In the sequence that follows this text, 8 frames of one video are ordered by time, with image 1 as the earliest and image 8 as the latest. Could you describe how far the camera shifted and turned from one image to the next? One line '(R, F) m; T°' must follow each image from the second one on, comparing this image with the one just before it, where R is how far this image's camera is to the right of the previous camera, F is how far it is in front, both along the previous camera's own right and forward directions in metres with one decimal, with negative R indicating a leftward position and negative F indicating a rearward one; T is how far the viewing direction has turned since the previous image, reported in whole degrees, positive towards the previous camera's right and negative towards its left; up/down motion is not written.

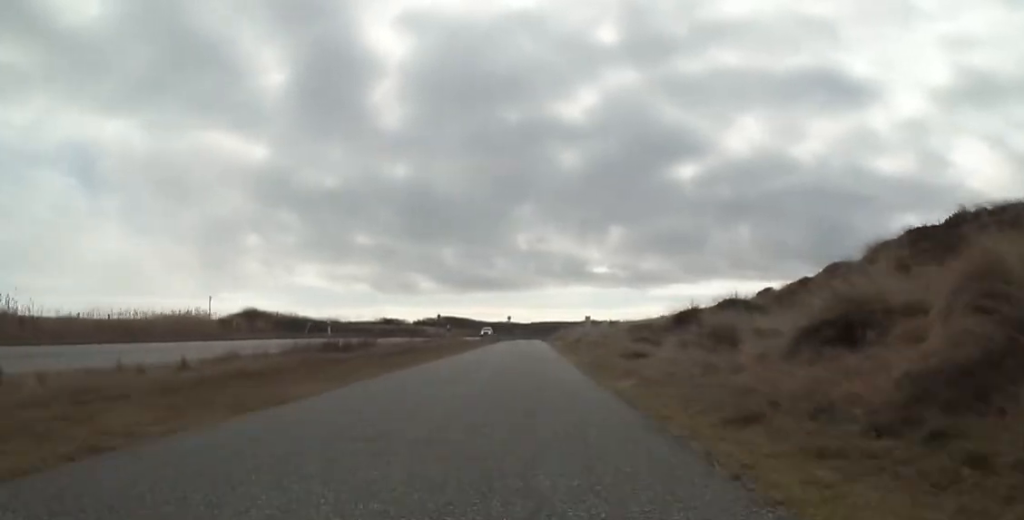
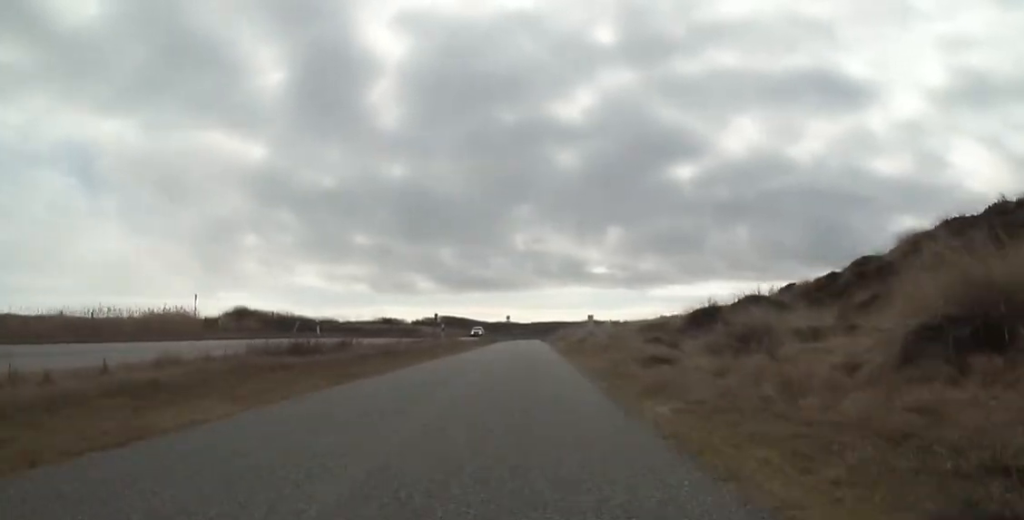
(-0.2, +2.5) m; 0°
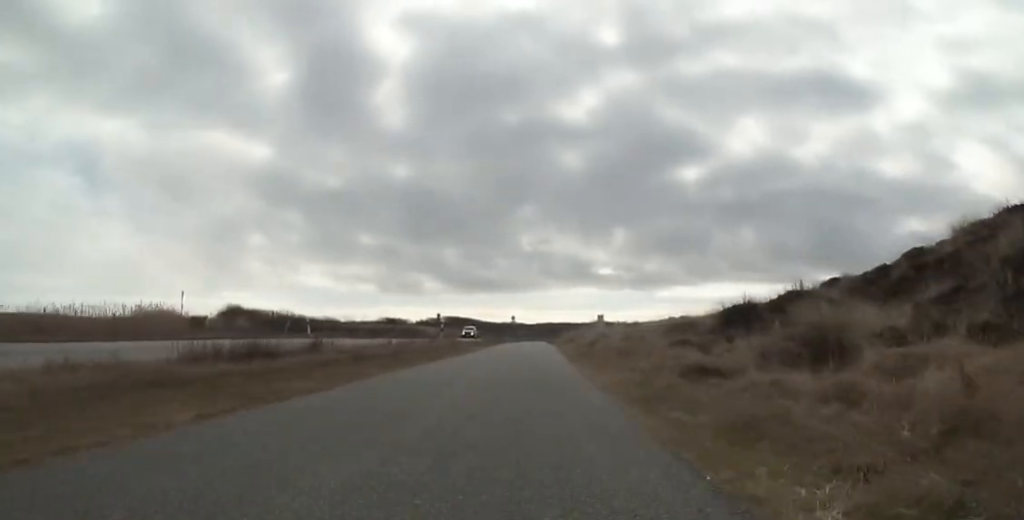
(-0.4, +3.2) m; 0°
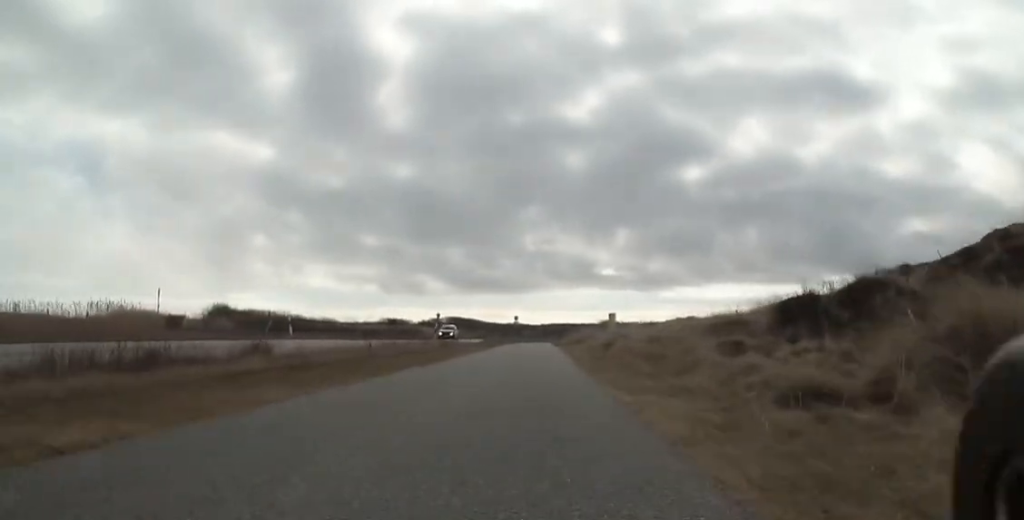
(+0.4, +4.3) m; 0°
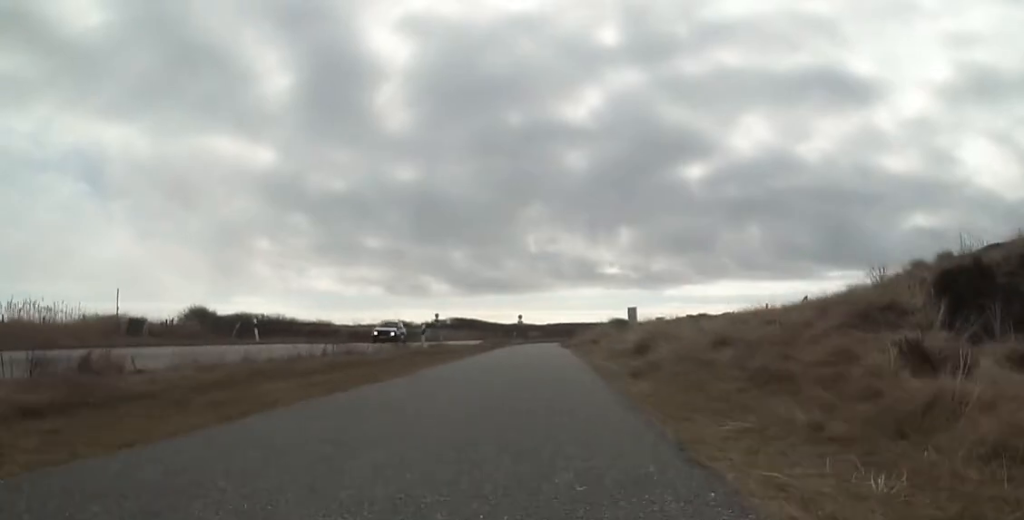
(-0.1, +6.0) m; 0°
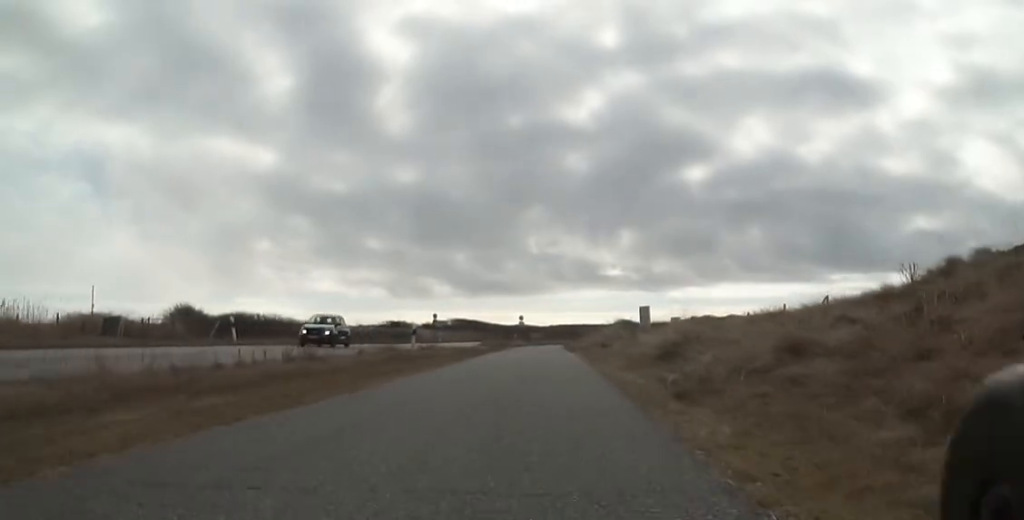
(-0.4, +3.1) m; 0°
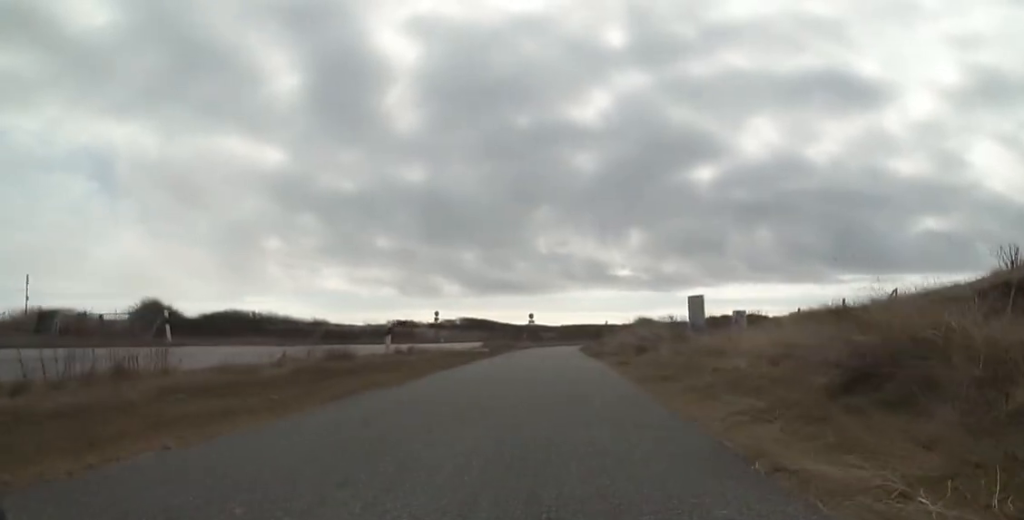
(+0.6, +7.3) m; 0°
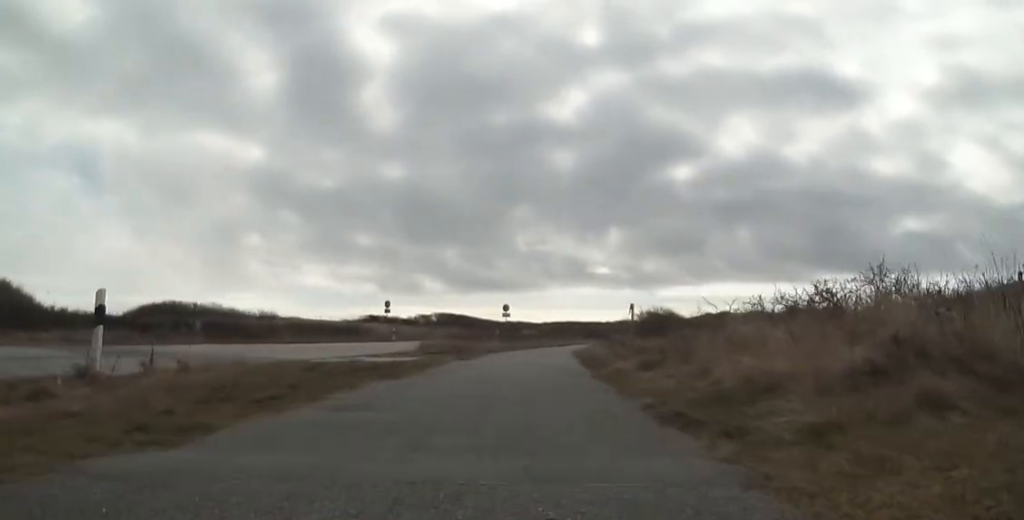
(-0.5, +15.8) m; 0°
